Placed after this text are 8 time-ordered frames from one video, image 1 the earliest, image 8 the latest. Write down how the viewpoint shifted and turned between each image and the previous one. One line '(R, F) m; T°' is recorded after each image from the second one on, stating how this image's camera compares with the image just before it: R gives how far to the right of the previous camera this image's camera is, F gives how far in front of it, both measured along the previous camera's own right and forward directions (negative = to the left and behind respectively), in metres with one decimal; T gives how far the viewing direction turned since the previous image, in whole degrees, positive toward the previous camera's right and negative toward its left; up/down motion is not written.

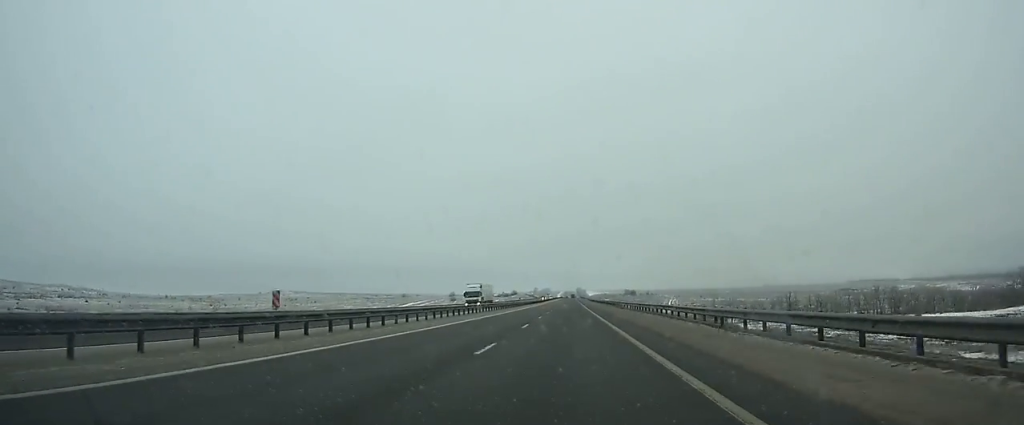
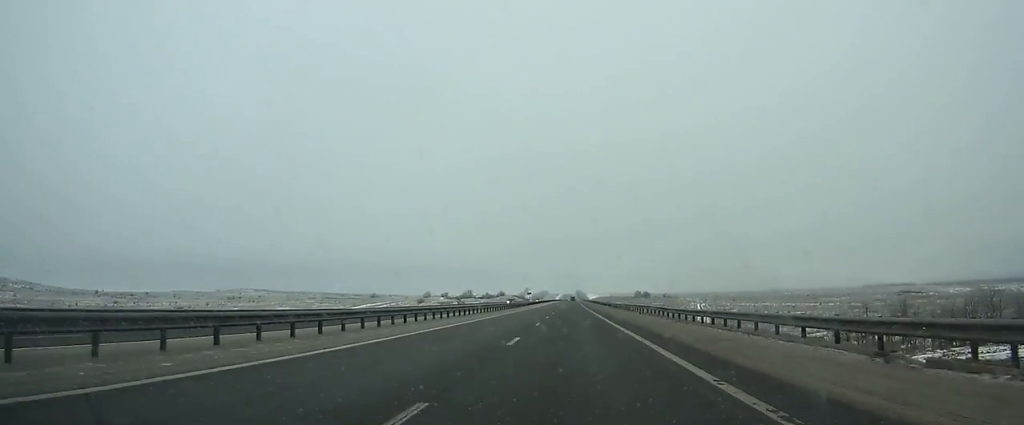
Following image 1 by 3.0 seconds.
(0.0, +93.4) m; 0°
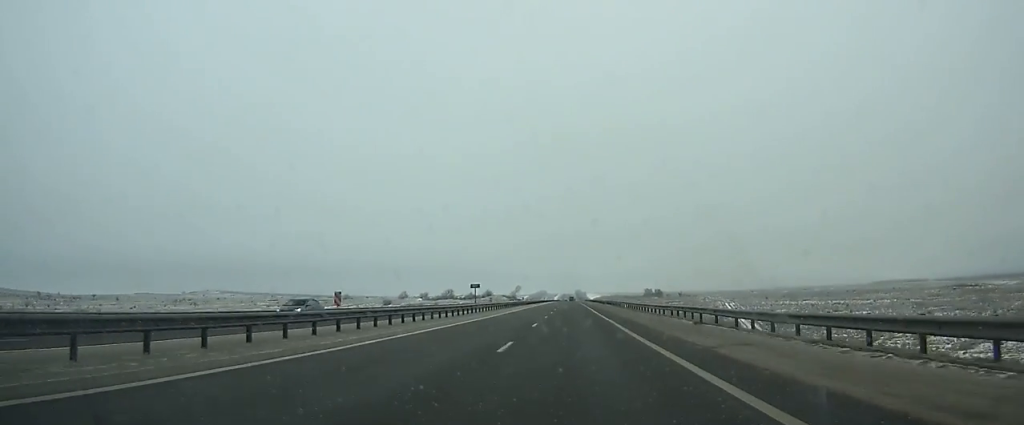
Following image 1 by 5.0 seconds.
(+0.1, +62.2) m; 0°
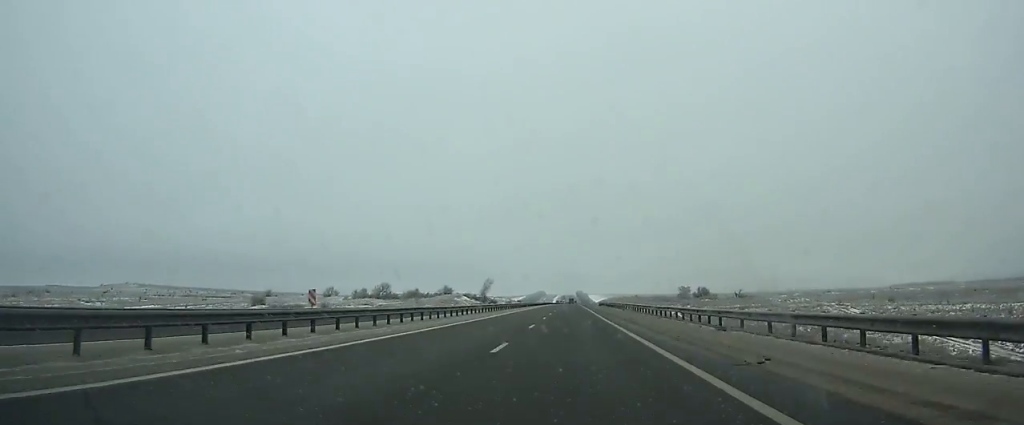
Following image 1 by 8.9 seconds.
(-0.2, +119.9) m; 0°
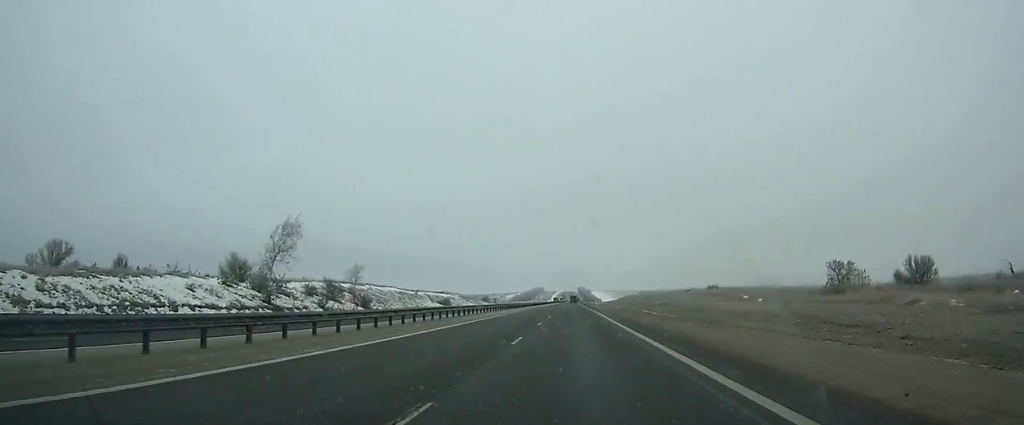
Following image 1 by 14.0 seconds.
(-0.3, +154.2) m; 0°
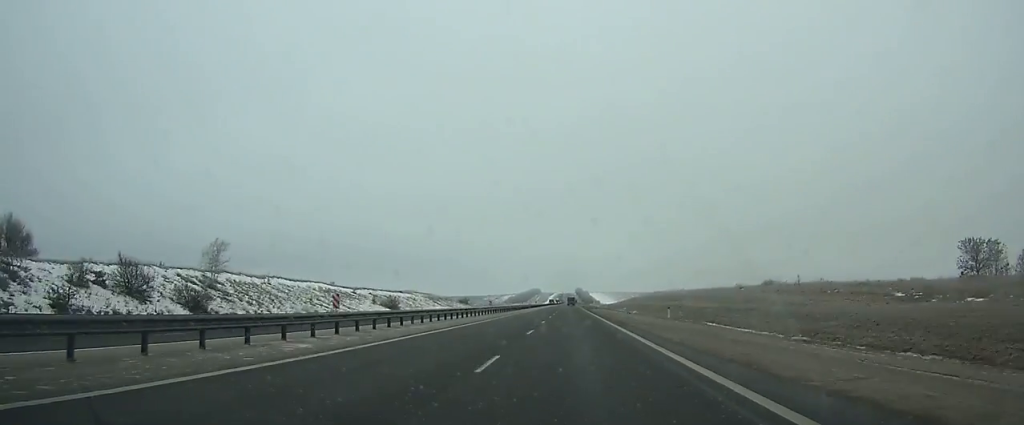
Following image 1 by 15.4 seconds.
(0.0, +41.9) m; 0°
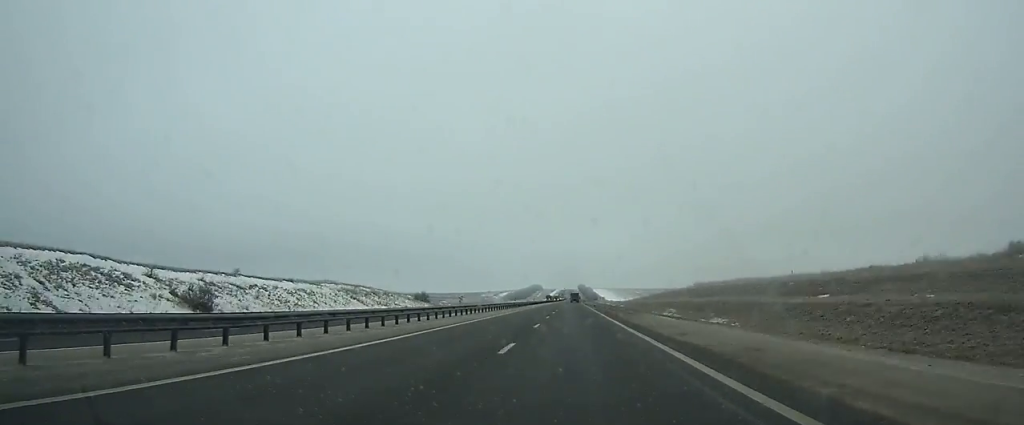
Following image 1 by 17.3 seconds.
(0.0, +56.8) m; 0°
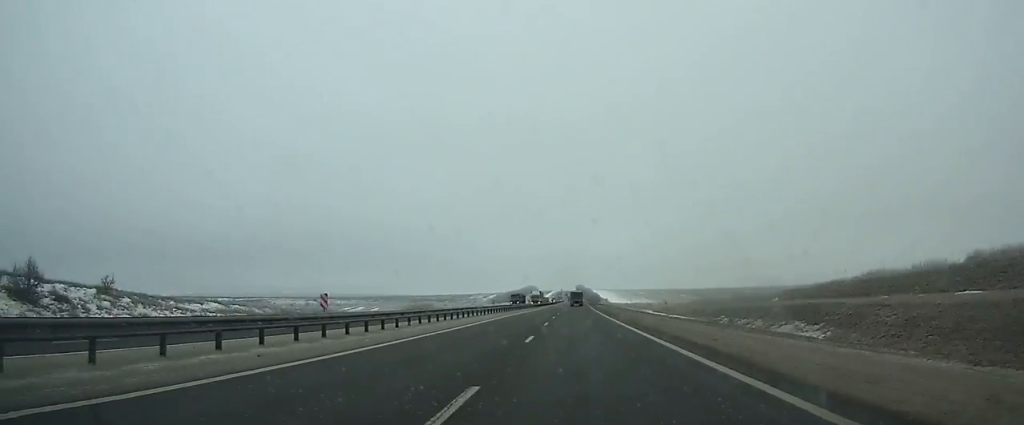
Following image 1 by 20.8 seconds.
(0.0, +103.9) m; 0°
